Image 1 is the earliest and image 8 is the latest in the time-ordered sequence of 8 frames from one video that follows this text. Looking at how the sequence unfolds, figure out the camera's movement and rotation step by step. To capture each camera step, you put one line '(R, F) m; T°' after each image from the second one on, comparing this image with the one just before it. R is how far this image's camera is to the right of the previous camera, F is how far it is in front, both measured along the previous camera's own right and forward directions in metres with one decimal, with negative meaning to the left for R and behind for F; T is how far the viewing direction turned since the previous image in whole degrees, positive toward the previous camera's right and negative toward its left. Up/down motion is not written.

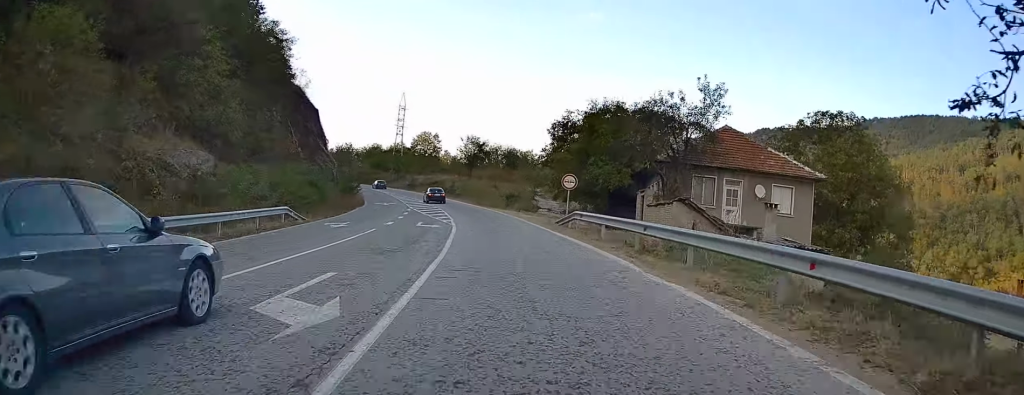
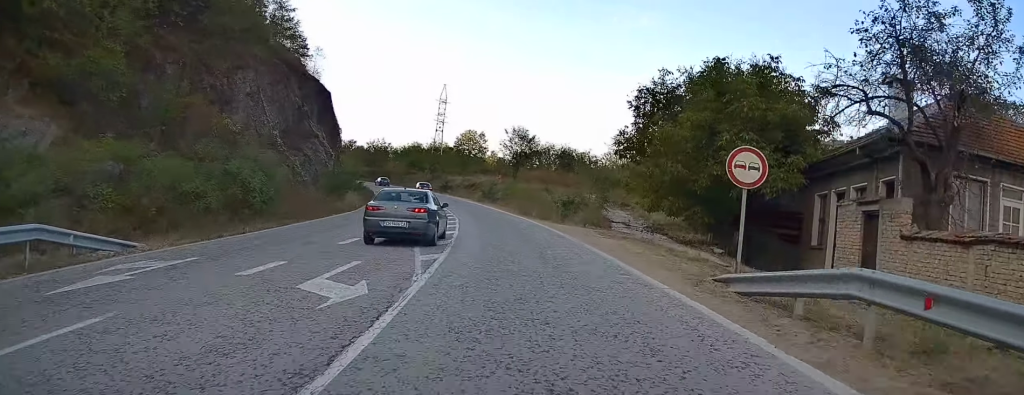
(-0.3, +18.4) m; -3°
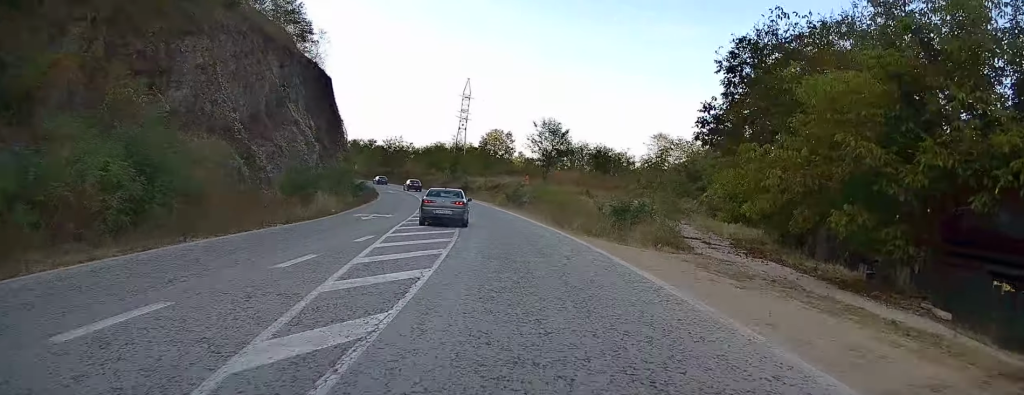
(-0.2, +11.4) m; -2°
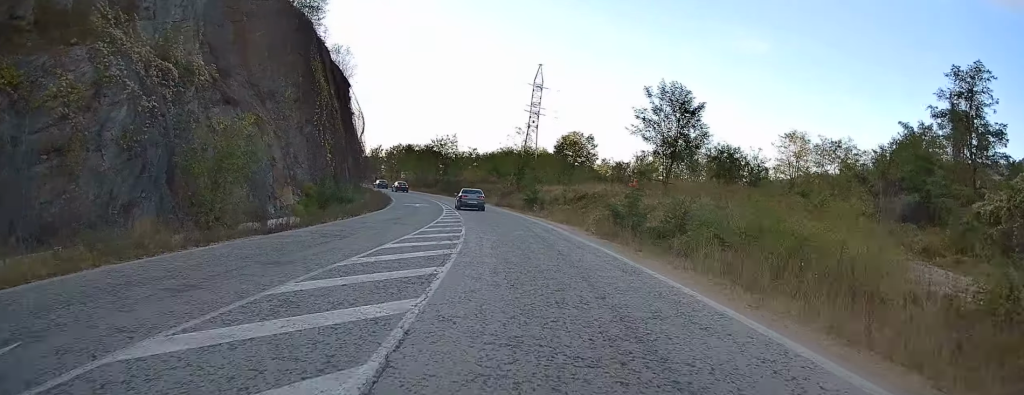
(-1.4, +27.8) m; -6°
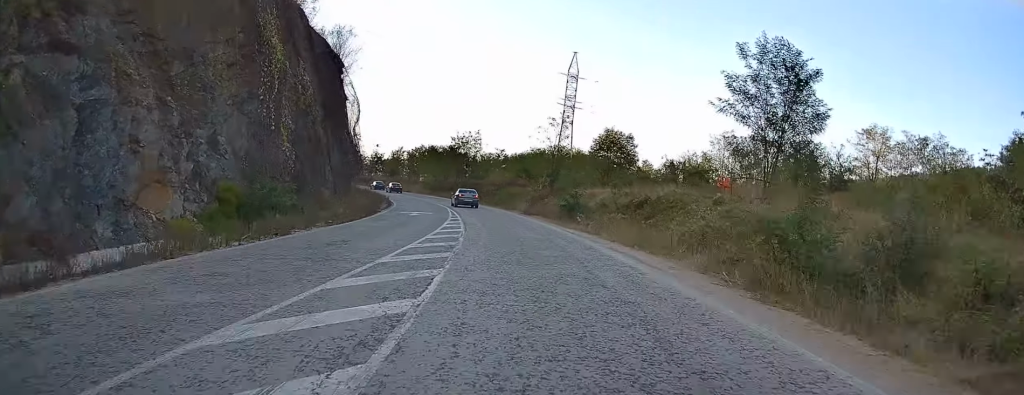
(-0.4, +12.9) m; -4°
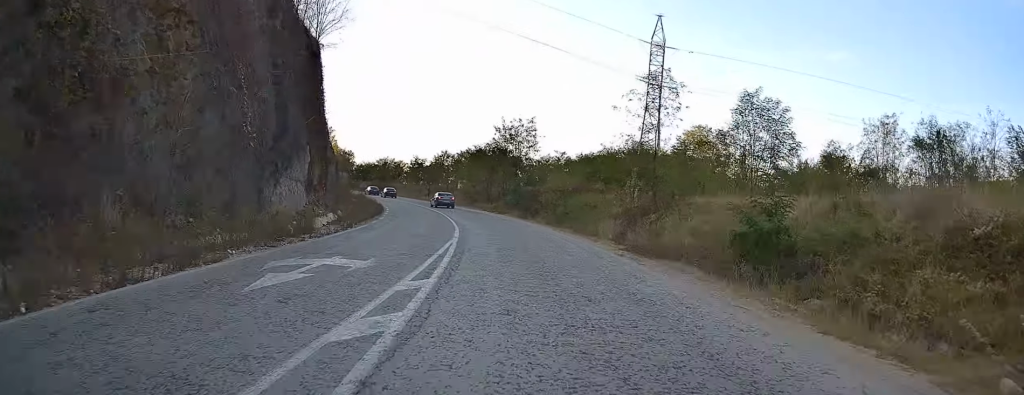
(-1.4, +24.6) m; -5°
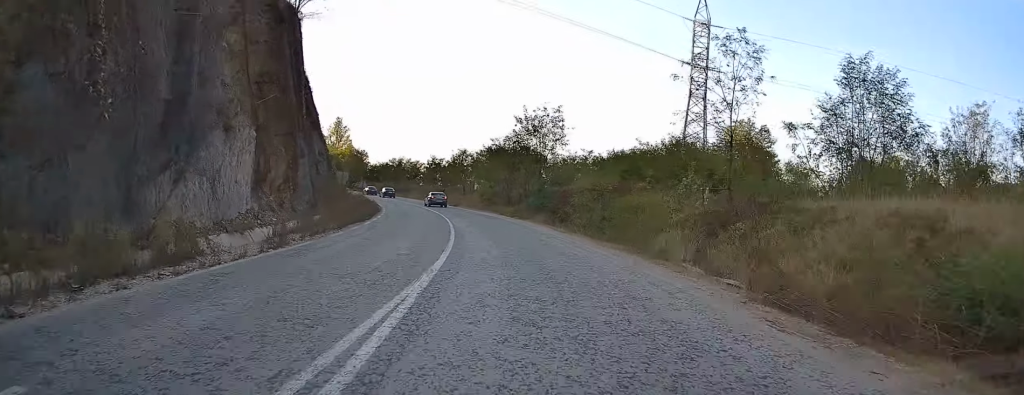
(+0.1, +9.4) m; -1°
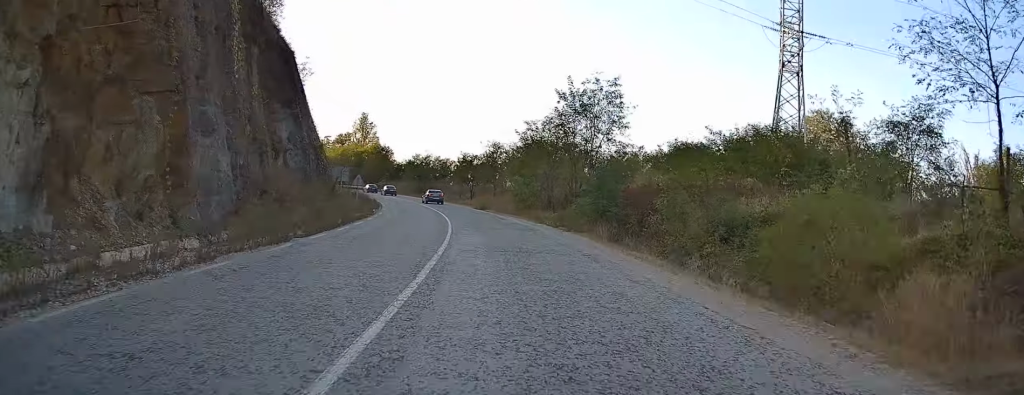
(-0.5, +13.9) m; -4°
